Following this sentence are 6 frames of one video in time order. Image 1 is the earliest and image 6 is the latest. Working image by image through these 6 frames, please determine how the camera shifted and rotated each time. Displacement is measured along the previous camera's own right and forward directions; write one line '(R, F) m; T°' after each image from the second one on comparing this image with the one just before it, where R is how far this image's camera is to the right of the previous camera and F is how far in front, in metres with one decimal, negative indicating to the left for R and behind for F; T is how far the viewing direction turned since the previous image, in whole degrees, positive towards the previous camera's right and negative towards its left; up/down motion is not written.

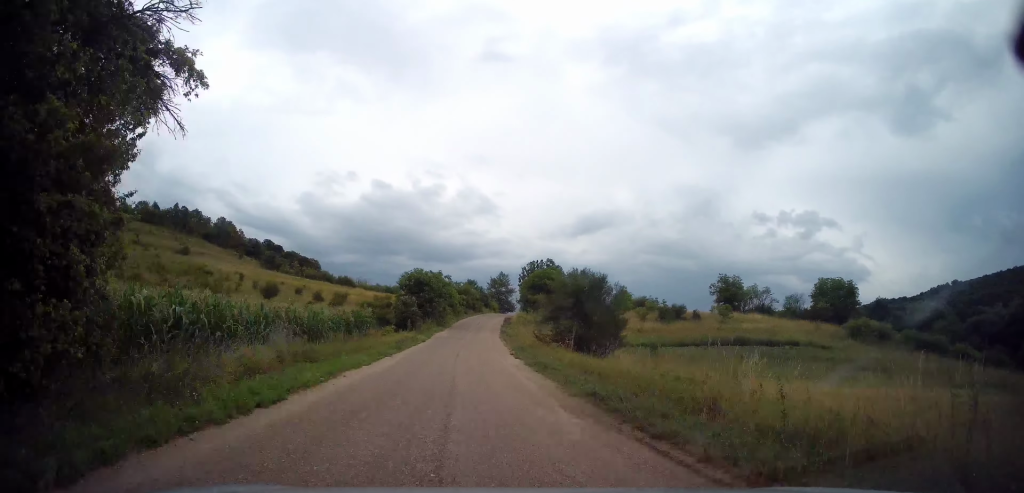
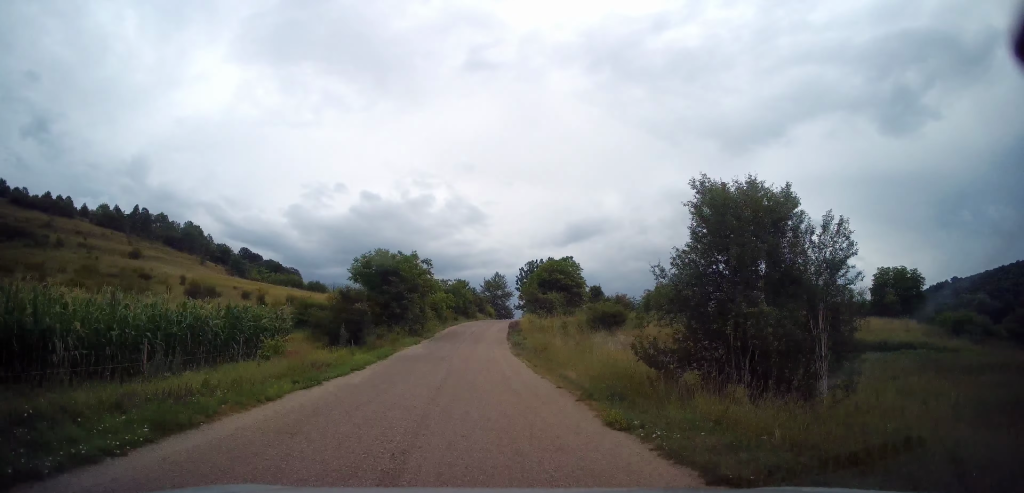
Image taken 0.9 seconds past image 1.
(-0.2, +18.6) m; +1°
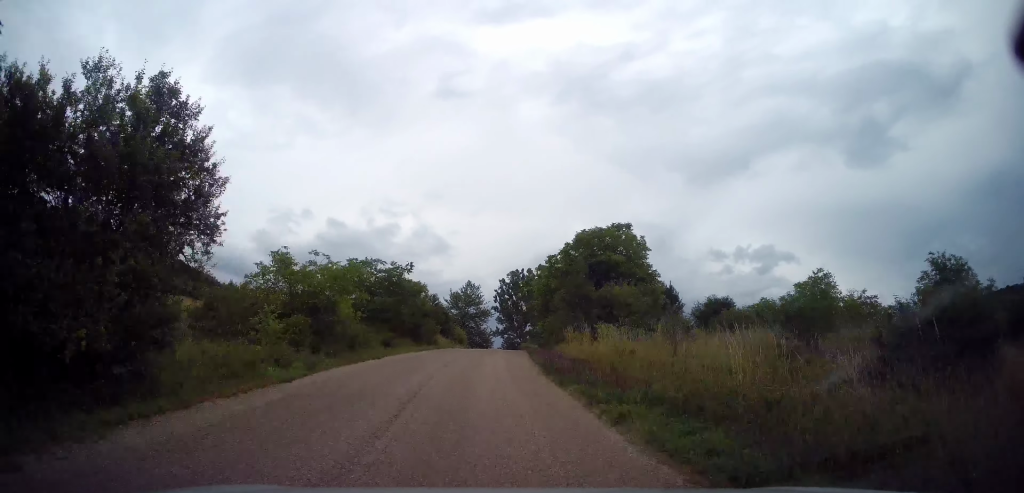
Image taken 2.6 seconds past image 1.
(+1.7, +34.2) m; +5°
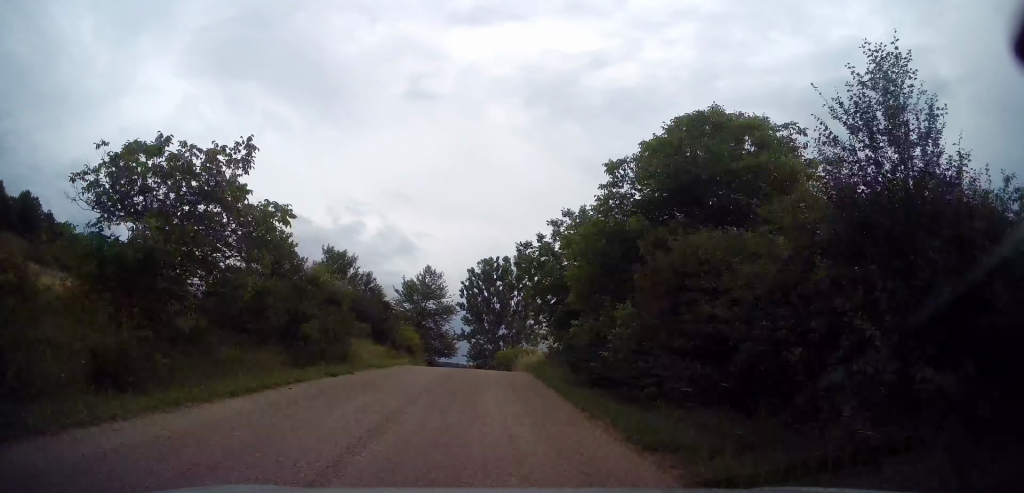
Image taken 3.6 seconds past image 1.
(+0.1, +19.4) m; +2°
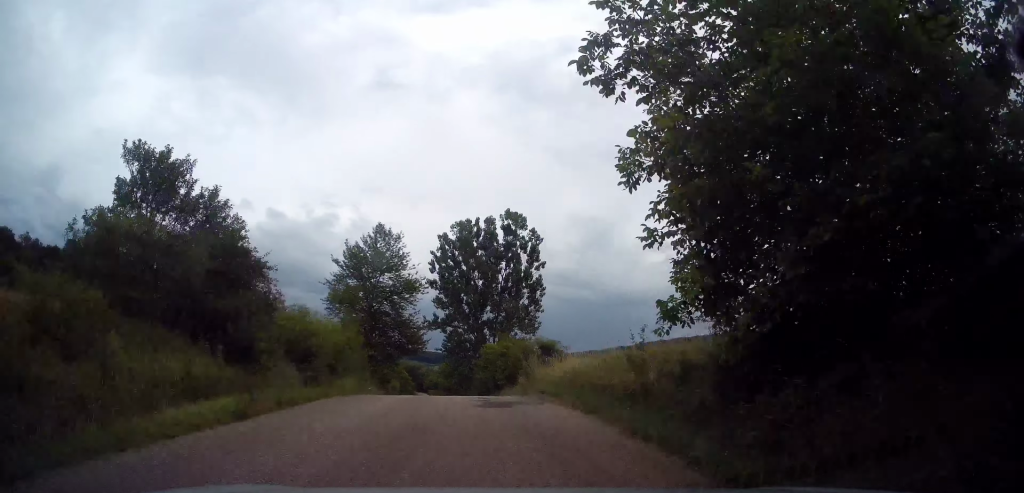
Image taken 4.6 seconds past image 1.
(+0.5, +18.5) m; +3°
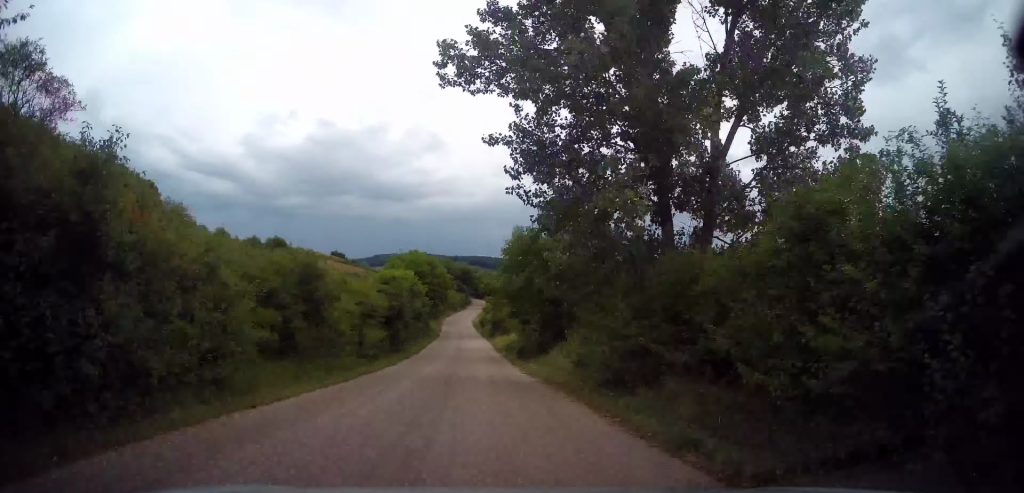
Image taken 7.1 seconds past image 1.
(-2.1, +43.6) m; -5°
